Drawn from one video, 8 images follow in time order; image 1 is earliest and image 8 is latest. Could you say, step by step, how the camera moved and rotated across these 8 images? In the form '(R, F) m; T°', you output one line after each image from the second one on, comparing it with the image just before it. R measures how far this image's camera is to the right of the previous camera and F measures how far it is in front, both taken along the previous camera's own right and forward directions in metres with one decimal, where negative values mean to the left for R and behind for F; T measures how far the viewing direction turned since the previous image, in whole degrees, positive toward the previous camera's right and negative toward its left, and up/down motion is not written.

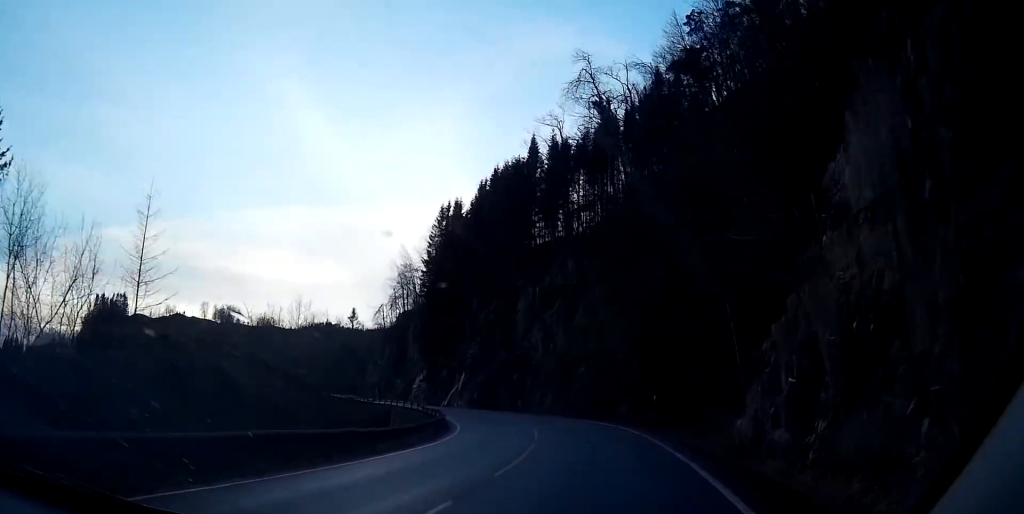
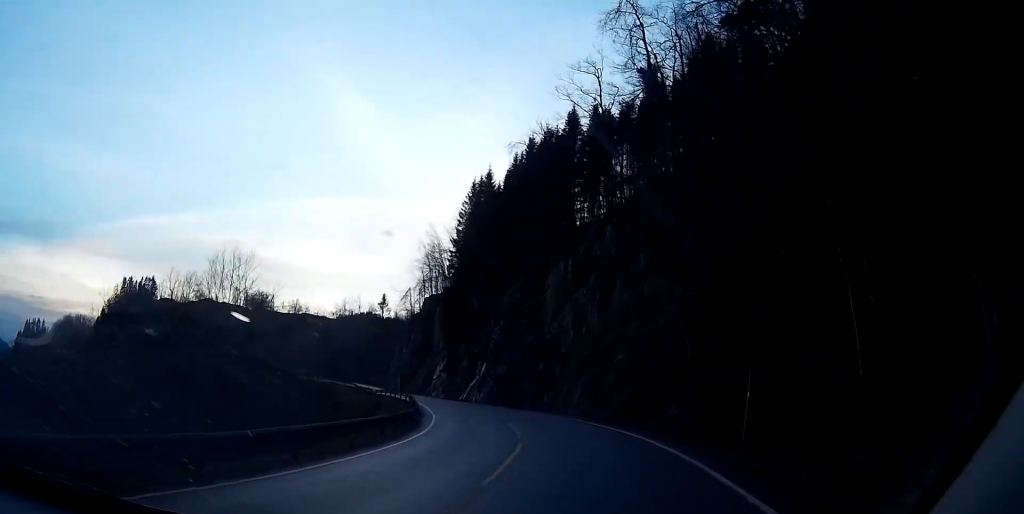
(-0.3, +14.1) m; -4°
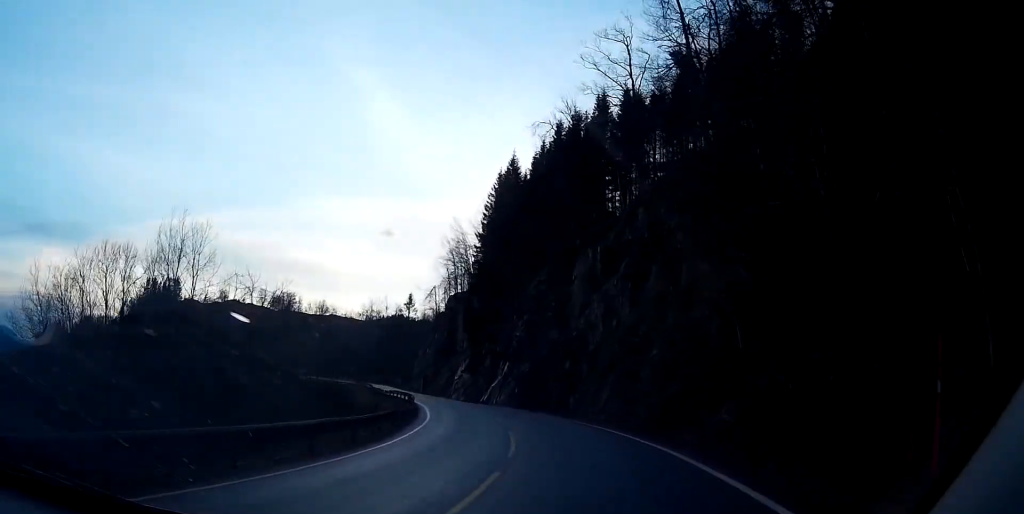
(-0.2, +7.5) m; -3°
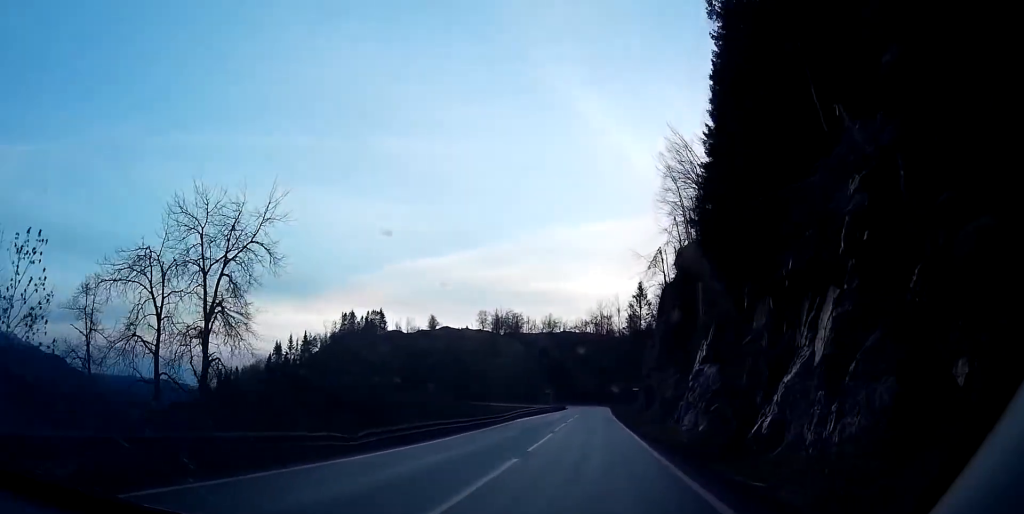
(-15.5, +54.3) m; -29°
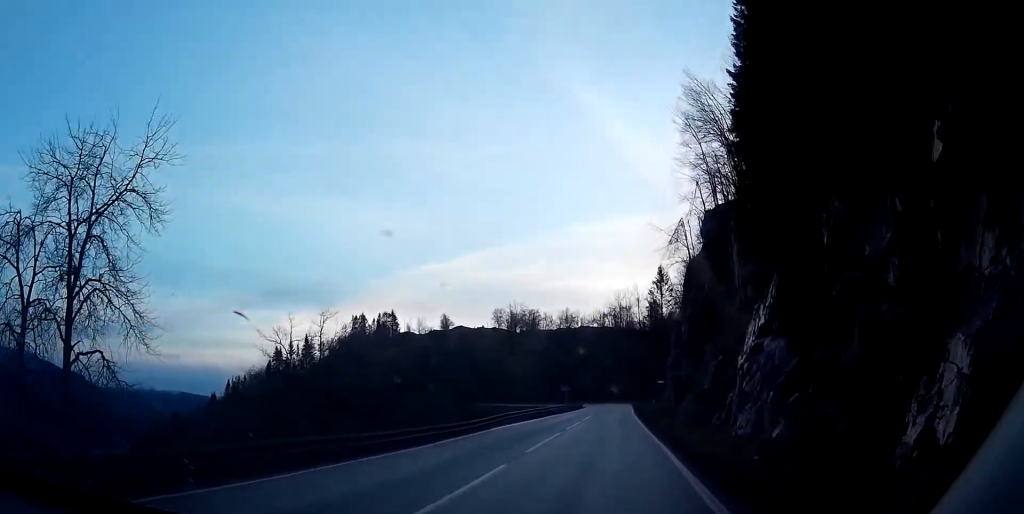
(-0.1, +13.8) m; 0°
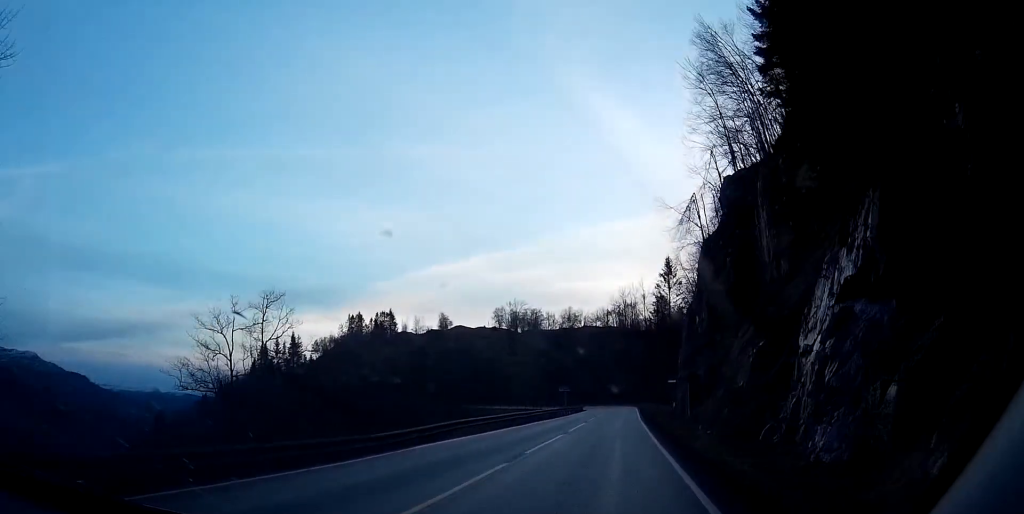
(+0.1, +12.0) m; +2°
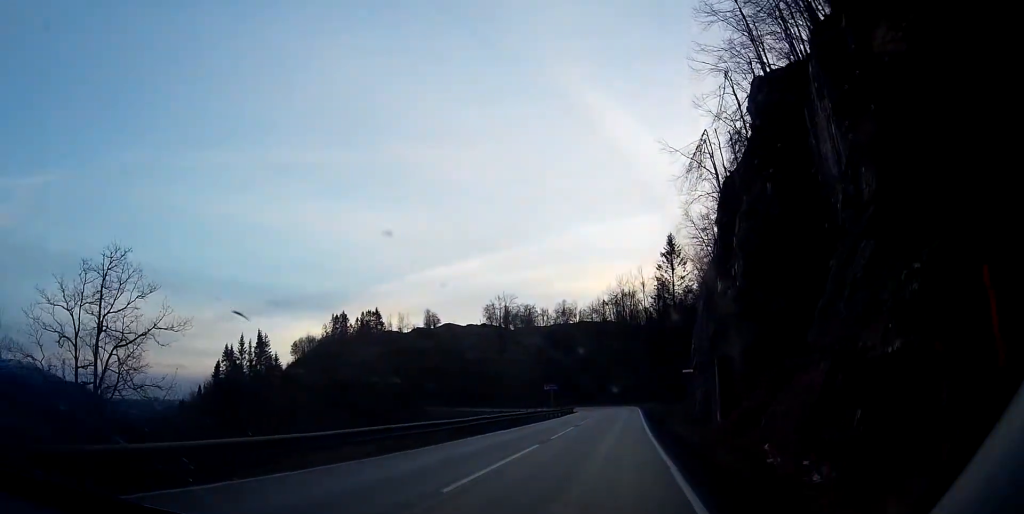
(+0.7, +19.2) m; +3°
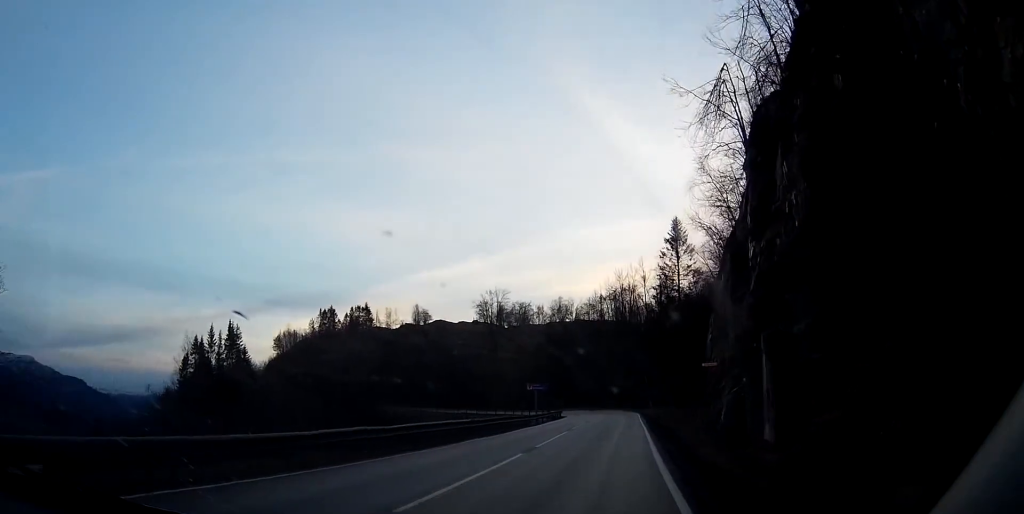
(+0.4, +14.3) m; 0°
